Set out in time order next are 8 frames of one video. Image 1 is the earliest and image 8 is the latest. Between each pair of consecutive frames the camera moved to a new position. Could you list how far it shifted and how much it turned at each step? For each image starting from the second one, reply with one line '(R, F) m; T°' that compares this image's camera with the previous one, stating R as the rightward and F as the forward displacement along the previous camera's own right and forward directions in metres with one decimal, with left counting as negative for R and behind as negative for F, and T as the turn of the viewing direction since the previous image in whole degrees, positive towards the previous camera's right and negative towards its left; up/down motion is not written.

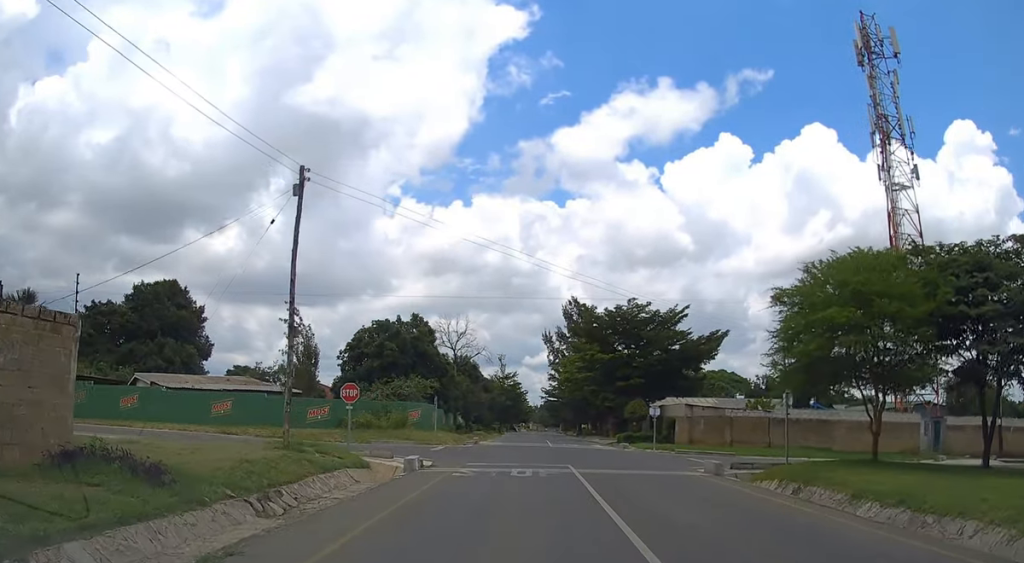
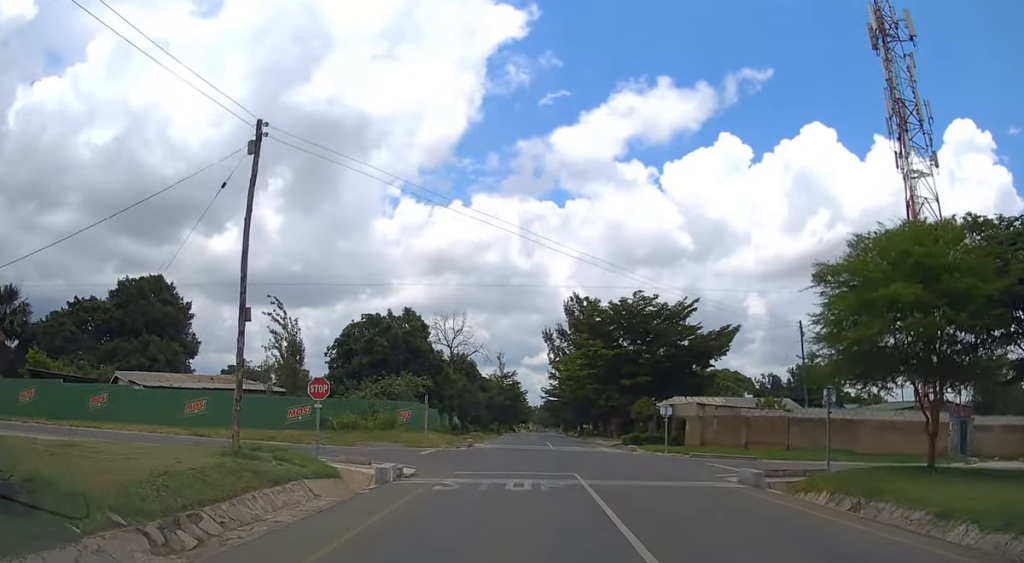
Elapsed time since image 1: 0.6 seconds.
(-0.1, +3.7) m; +1°
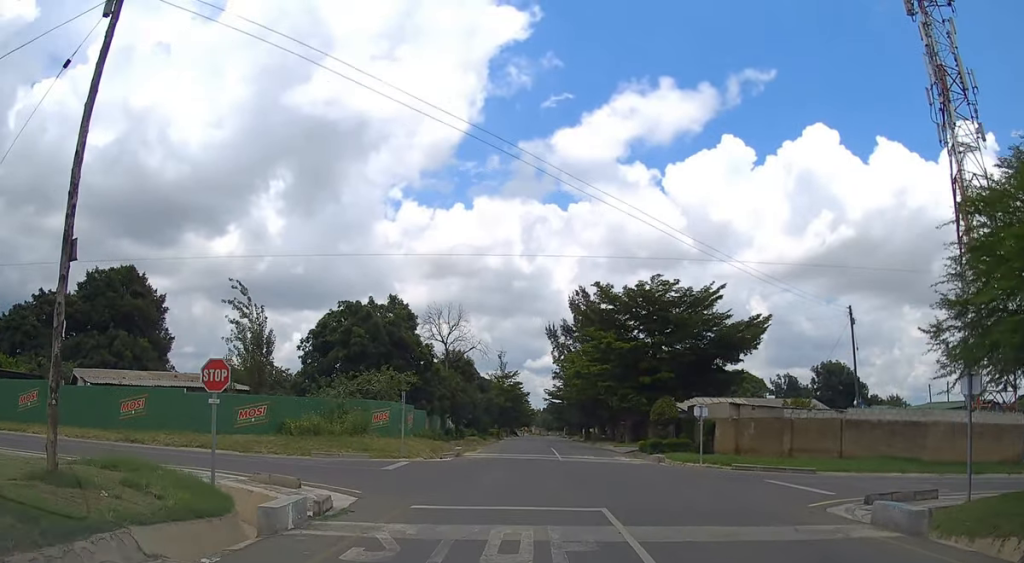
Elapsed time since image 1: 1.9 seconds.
(+0.2, +7.6) m; +2°
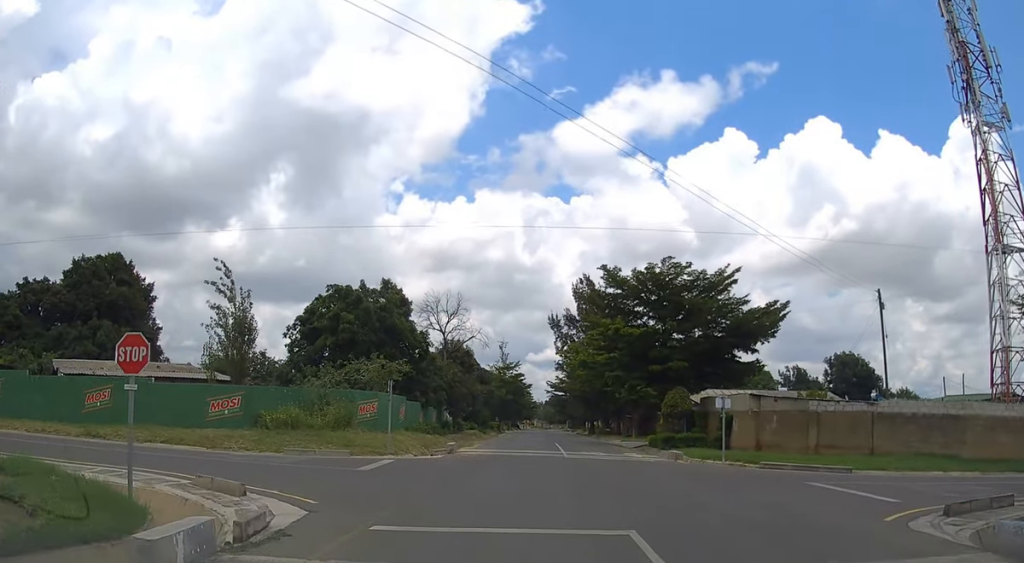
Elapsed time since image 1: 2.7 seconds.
(+0.1, +3.6) m; -2°
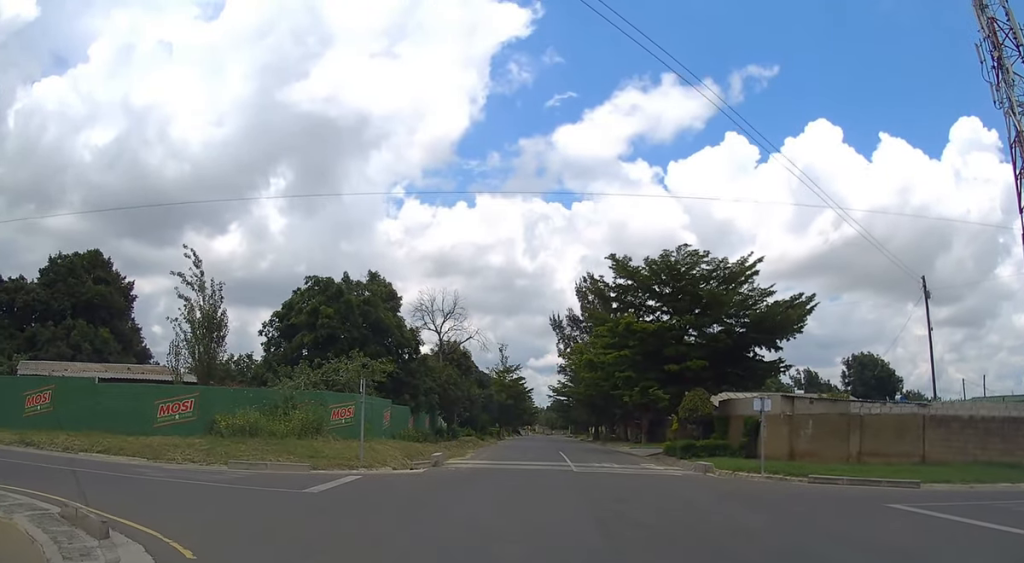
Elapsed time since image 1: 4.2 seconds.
(-0.3, +4.7) m; +1°
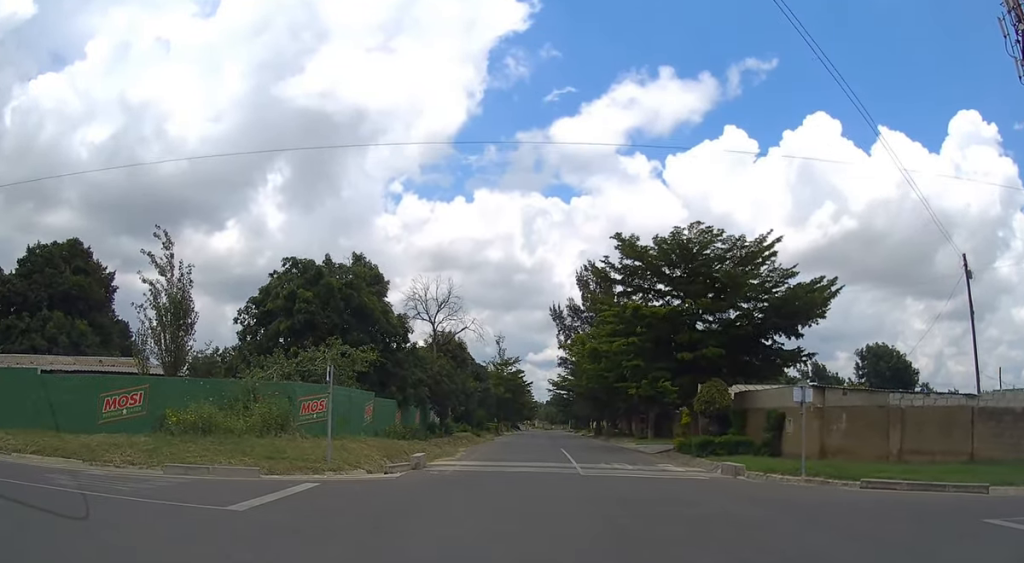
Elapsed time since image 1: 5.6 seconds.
(+0.3, +3.3) m; +1°
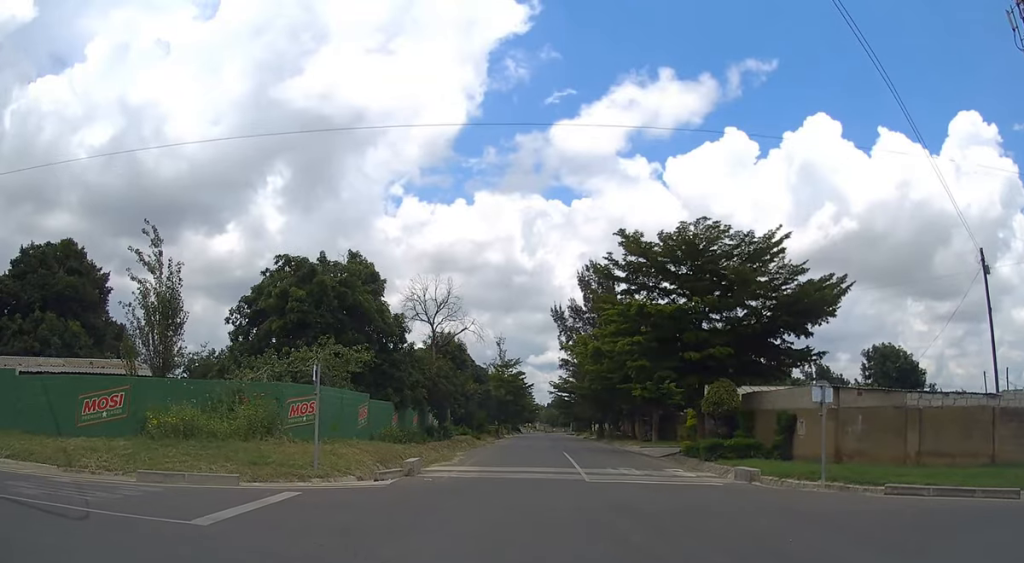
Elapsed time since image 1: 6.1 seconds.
(-0.1, +1.1) m; -1°
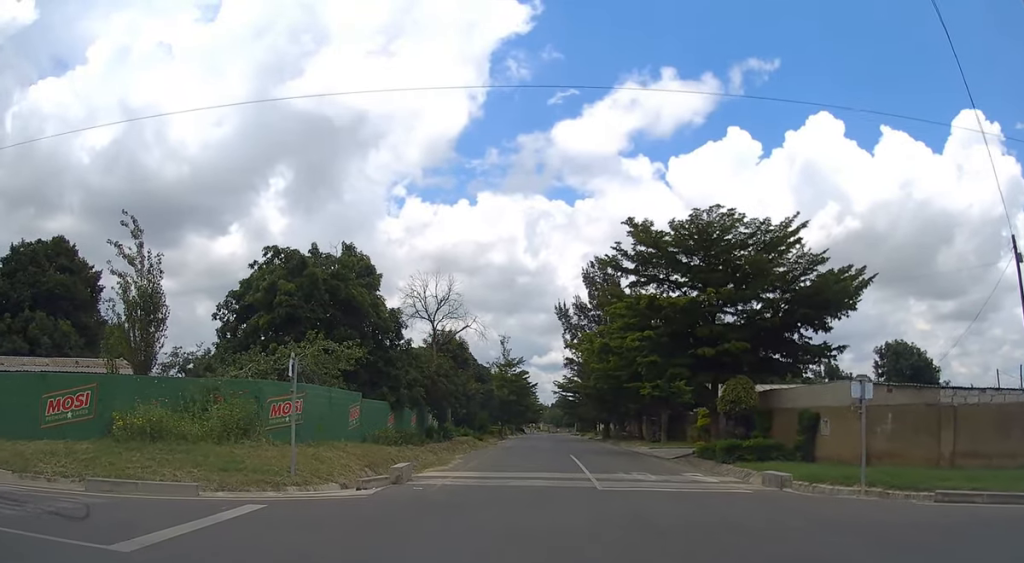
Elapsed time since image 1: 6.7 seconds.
(-0.1, +1.5) m; -1°
